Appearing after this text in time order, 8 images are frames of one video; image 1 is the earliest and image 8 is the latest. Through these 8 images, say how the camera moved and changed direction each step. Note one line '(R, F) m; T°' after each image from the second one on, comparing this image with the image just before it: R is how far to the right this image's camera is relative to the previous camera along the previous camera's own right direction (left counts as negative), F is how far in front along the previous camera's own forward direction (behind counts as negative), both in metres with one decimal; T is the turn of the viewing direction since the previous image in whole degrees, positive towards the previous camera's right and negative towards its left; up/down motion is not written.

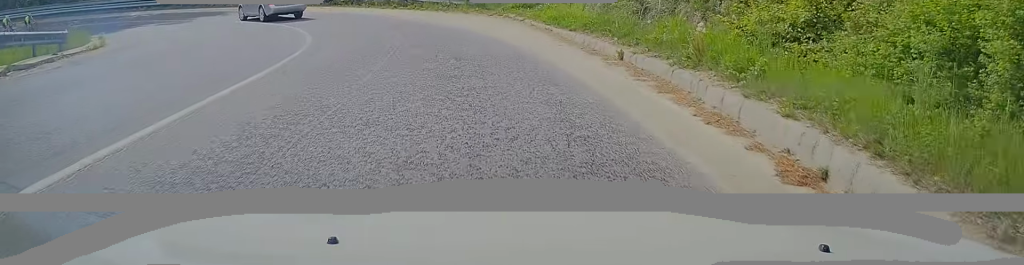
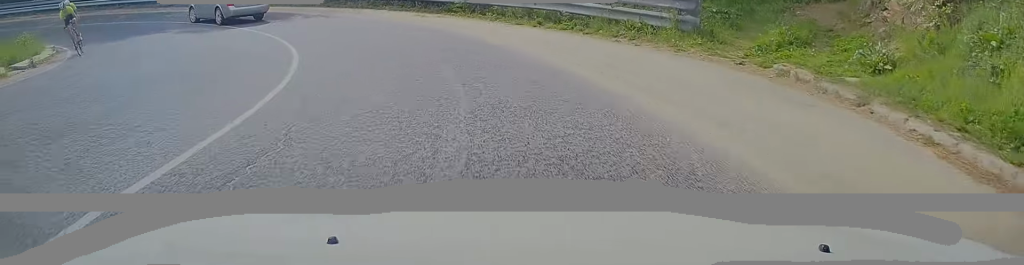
(-1.1, +12.5) m; -14°
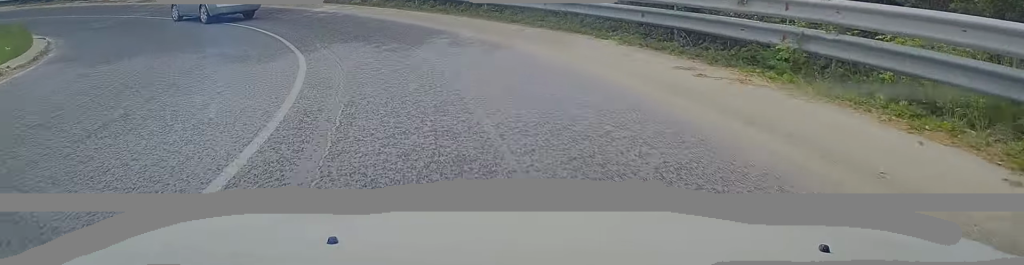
(-1.7, +11.7) m; -18°
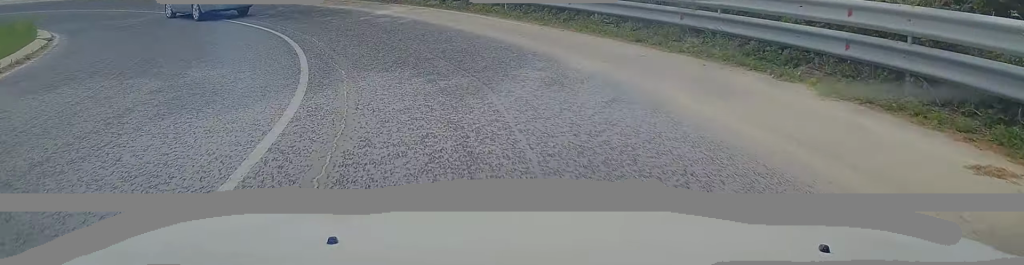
(-0.7, +4.7) m; -7°
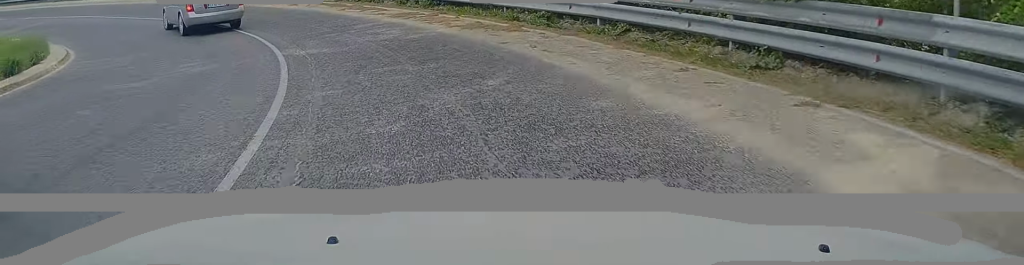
(-2.4, +14.7) m; -18°
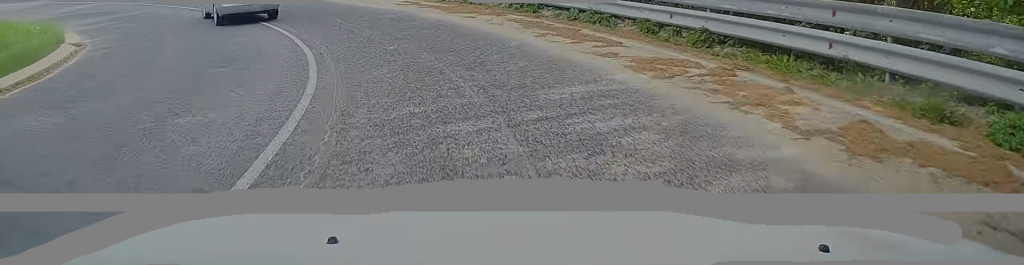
(-1.0, +9.7) m; -25°
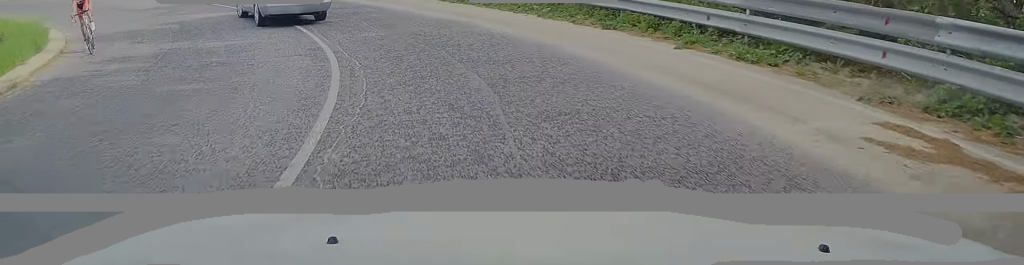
(-5.8, +12.5) m; -42°
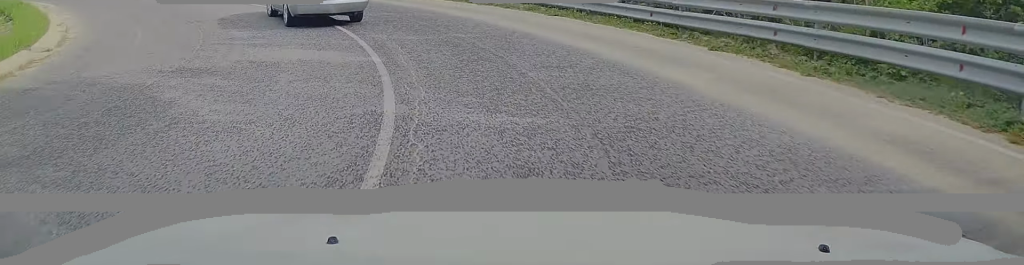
(-1.4, +10.7) m; -16°
